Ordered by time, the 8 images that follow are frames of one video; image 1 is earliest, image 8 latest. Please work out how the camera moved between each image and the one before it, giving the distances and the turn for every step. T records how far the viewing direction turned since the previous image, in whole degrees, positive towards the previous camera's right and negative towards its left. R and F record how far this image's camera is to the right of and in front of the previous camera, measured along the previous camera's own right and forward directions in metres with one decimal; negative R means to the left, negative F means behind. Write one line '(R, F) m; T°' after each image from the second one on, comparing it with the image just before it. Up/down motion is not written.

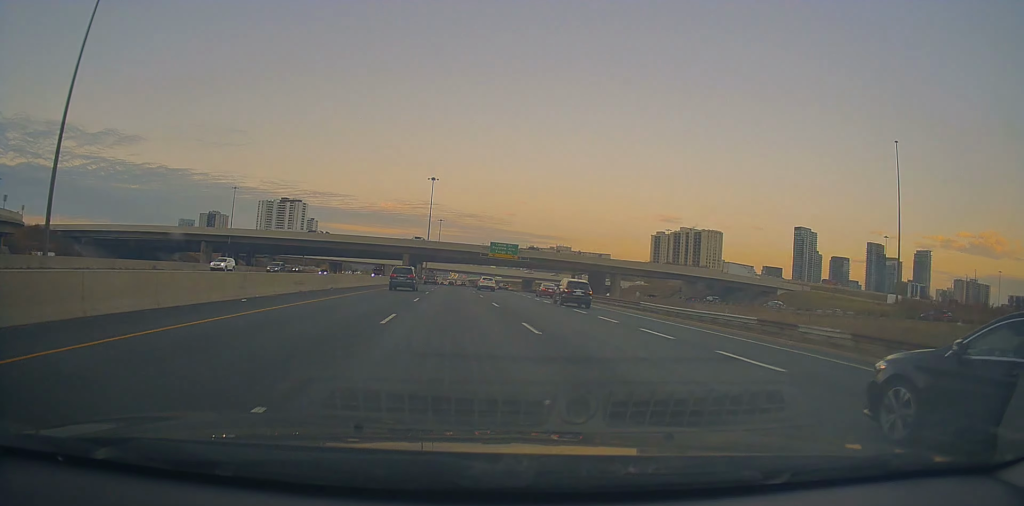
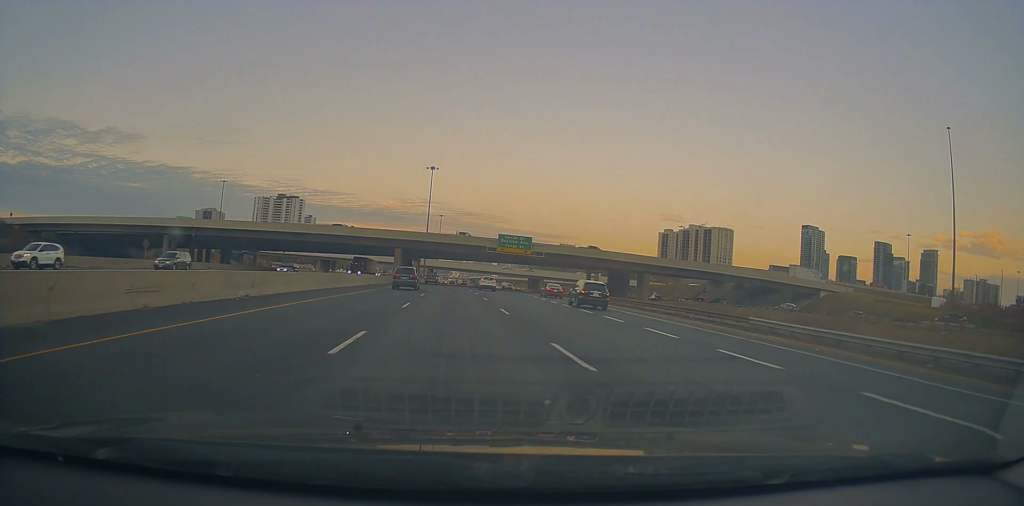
(0.0, +17.3) m; 0°
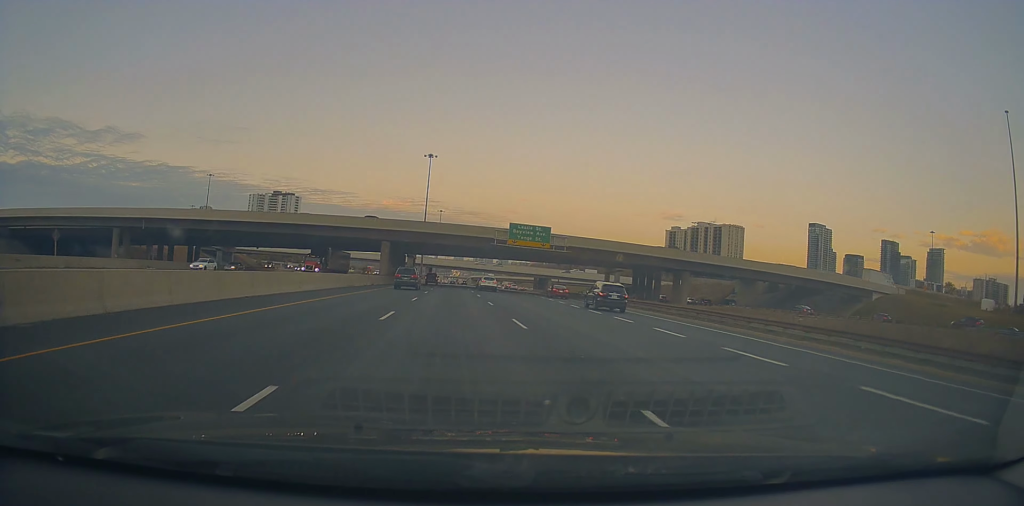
(-0.3, +17.6) m; 0°
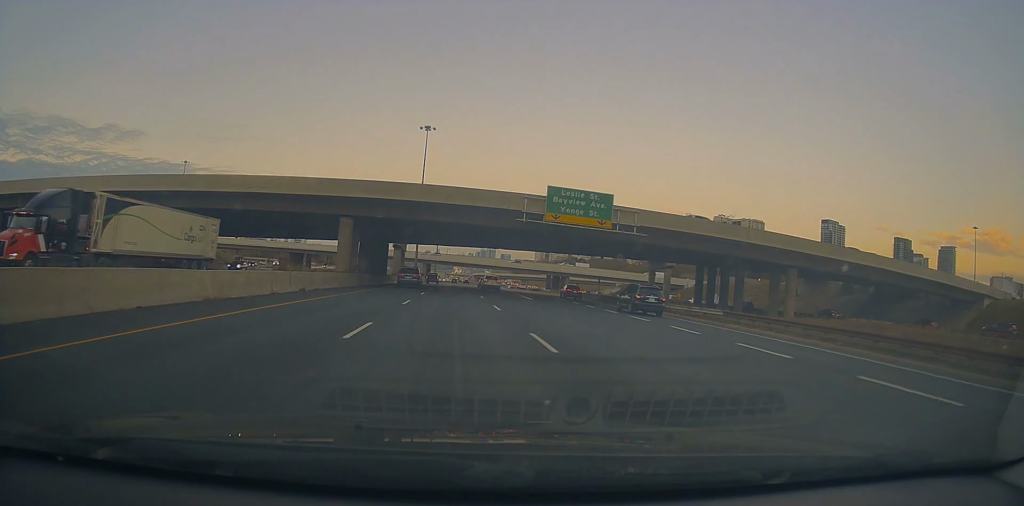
(+0.2, +28.7) m; +1°
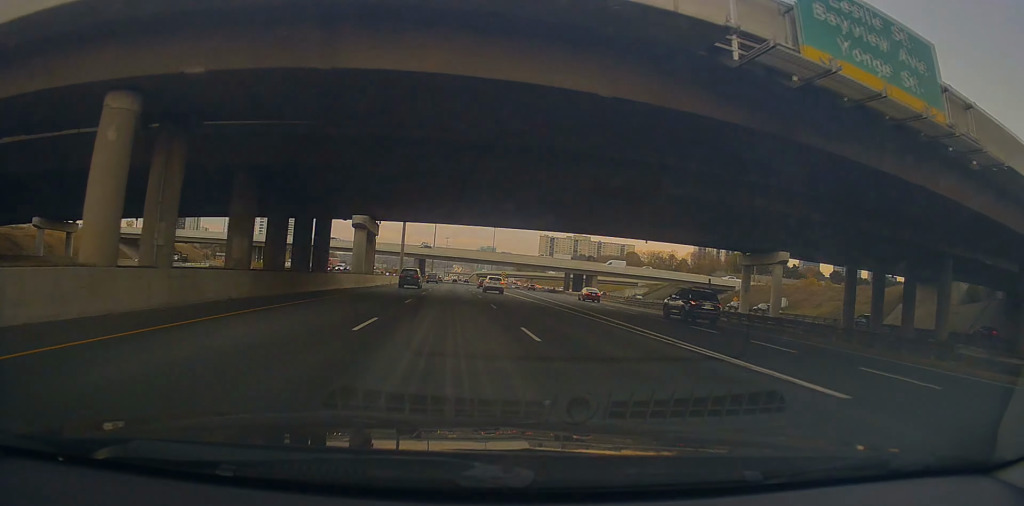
(+0.1, +34.2) m; 0°
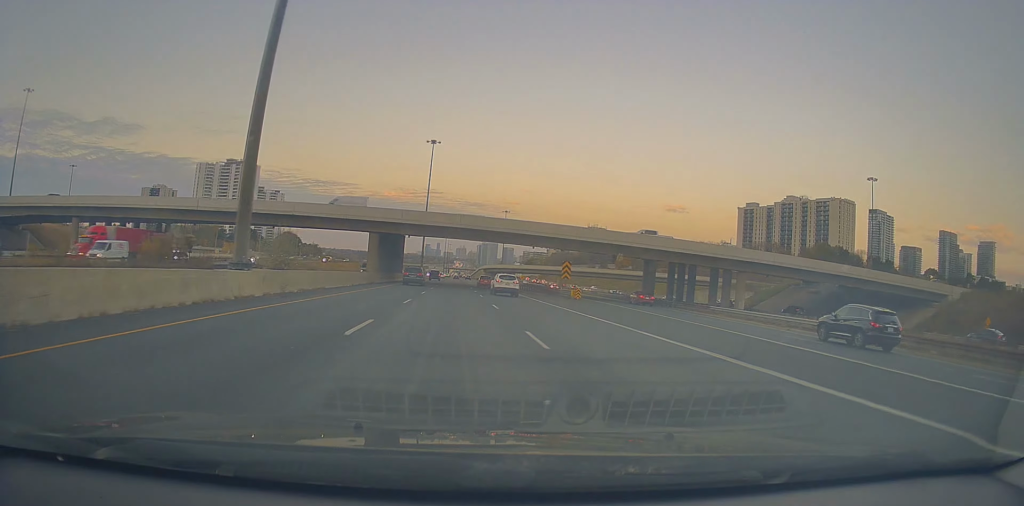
(-0.2, +72.9) m; 0°
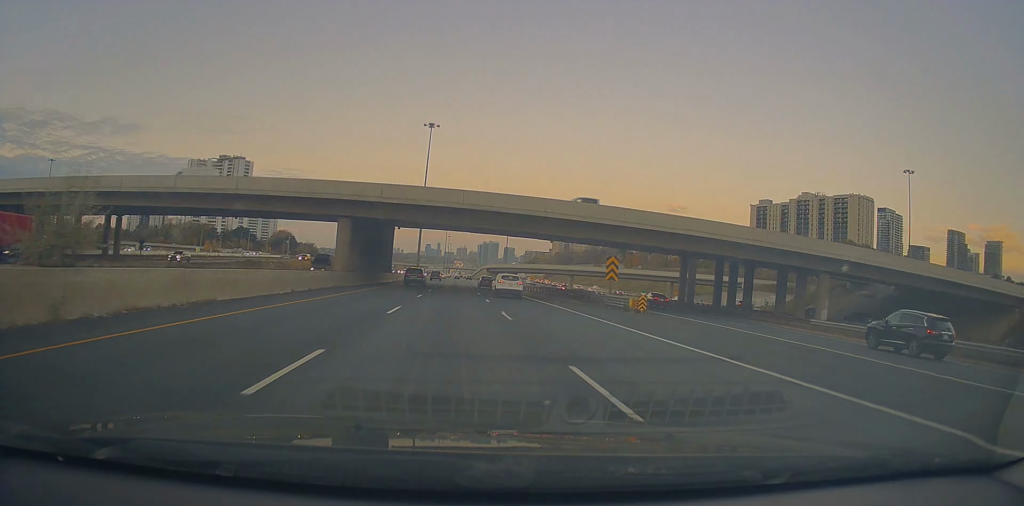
(0.0, +17.4) m; 0°
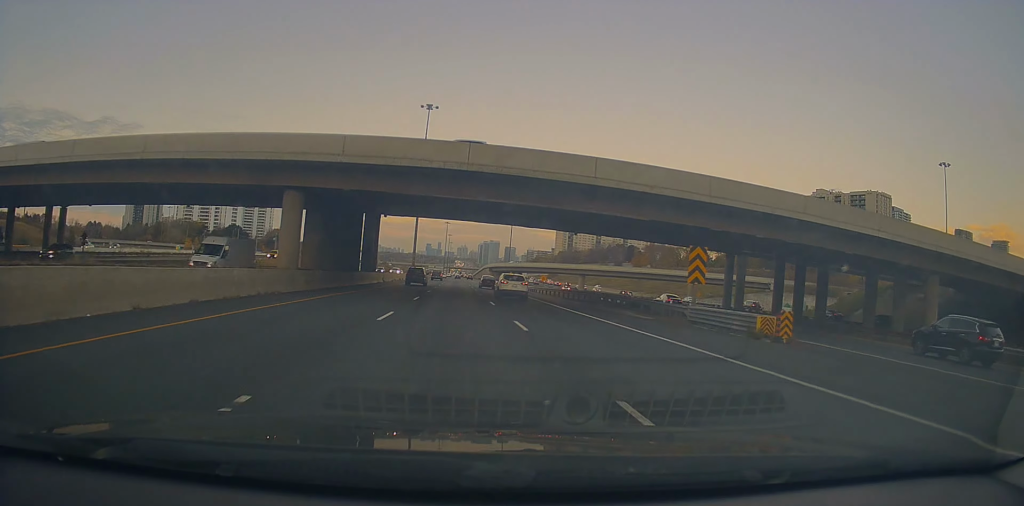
(0.0, +15.2) m; 0°
